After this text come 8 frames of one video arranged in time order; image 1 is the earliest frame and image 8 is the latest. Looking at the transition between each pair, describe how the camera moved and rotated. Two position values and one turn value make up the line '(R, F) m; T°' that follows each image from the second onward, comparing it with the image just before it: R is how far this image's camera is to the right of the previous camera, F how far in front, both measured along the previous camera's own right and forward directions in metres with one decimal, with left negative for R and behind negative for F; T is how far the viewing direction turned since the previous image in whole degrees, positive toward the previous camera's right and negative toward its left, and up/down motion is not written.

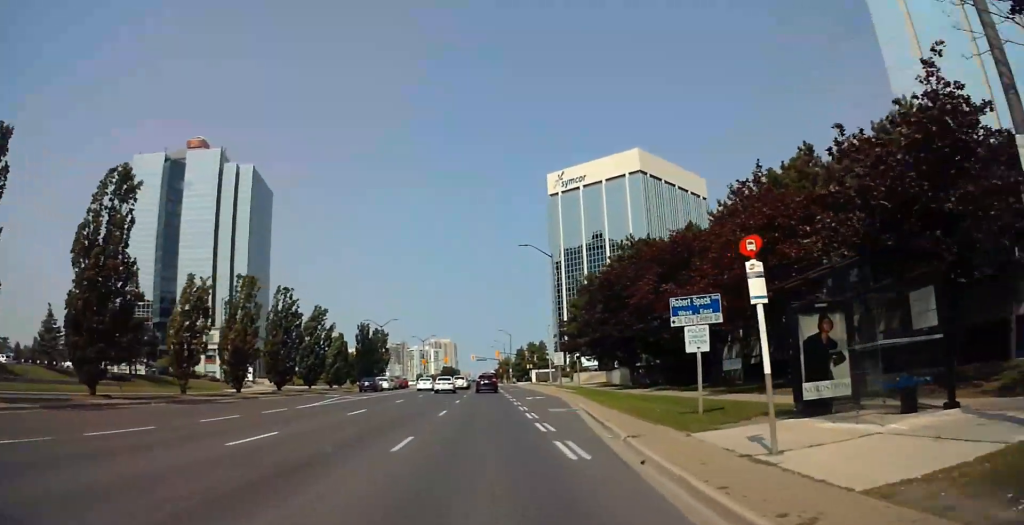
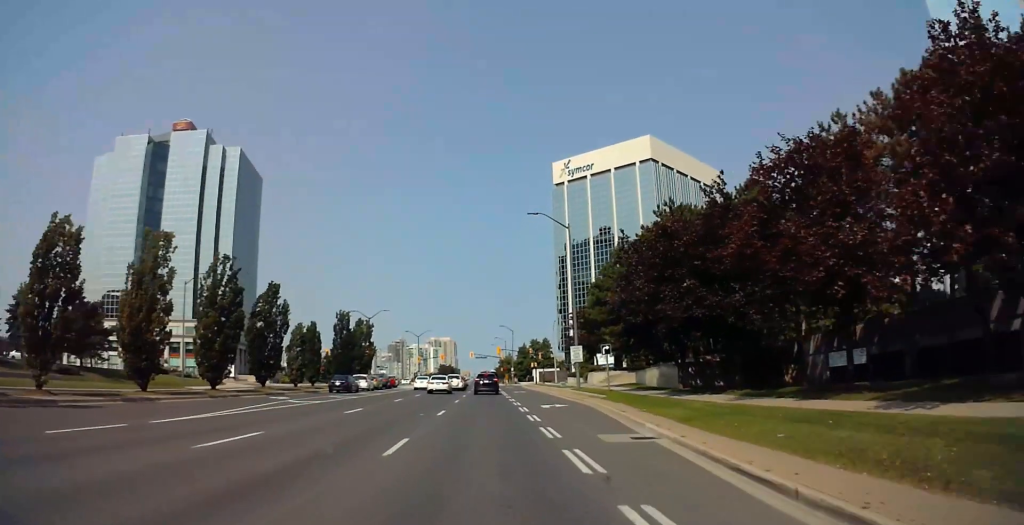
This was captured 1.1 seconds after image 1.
(+0.2, +14.5) m; +1°
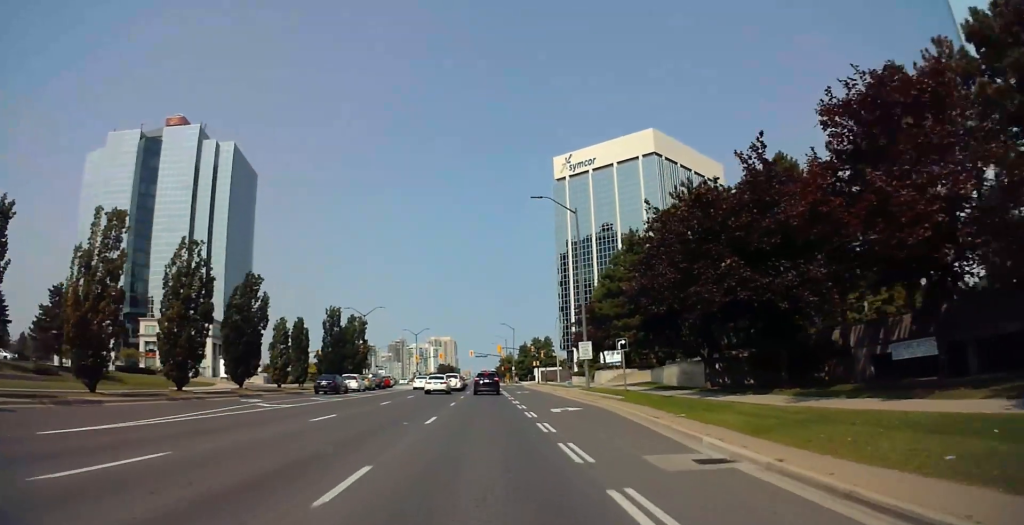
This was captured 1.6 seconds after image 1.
(0.0, +5.4) m; 0°
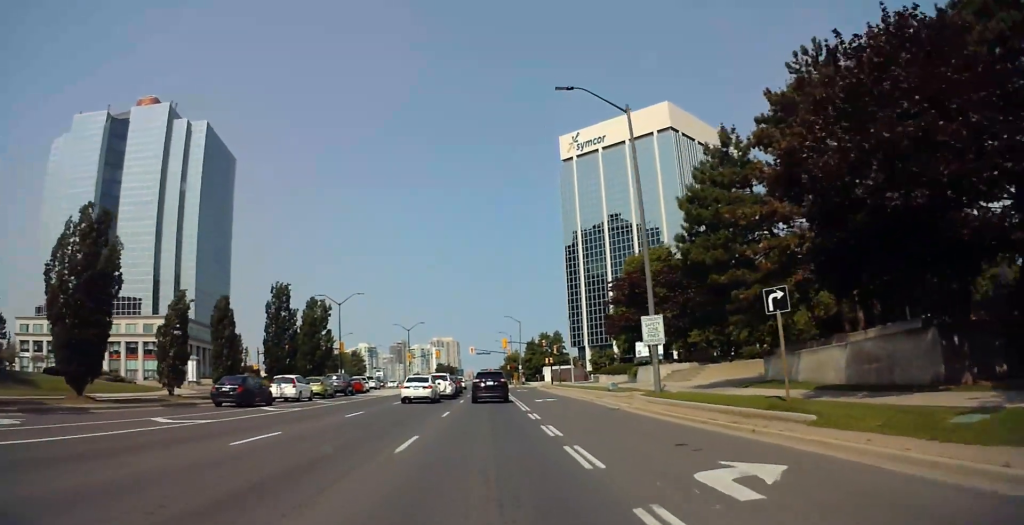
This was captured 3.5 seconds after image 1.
(-0.1, +22.9) m; -1°
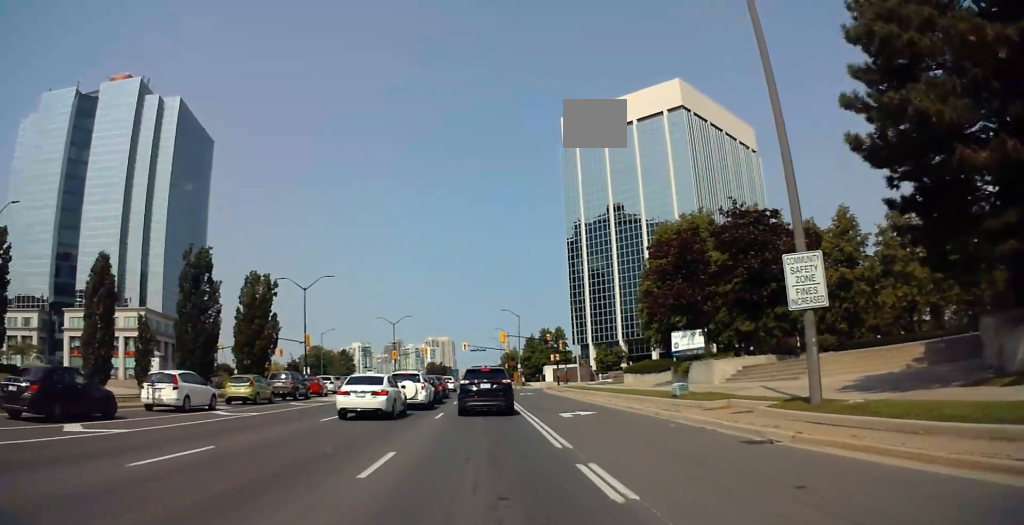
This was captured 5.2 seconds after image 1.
(+0.2, +19.4) m; +2°
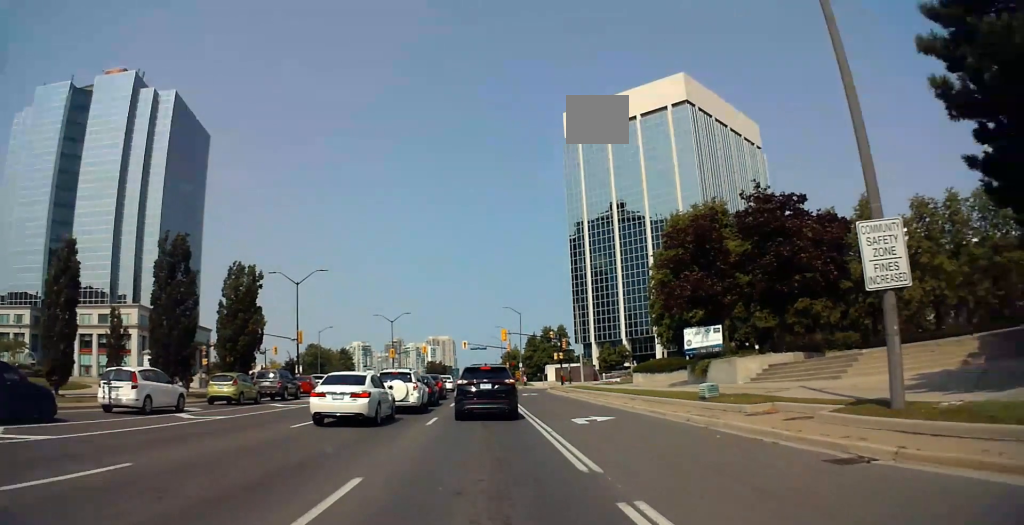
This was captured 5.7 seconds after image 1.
(+0.1, +4.4) m; 0°
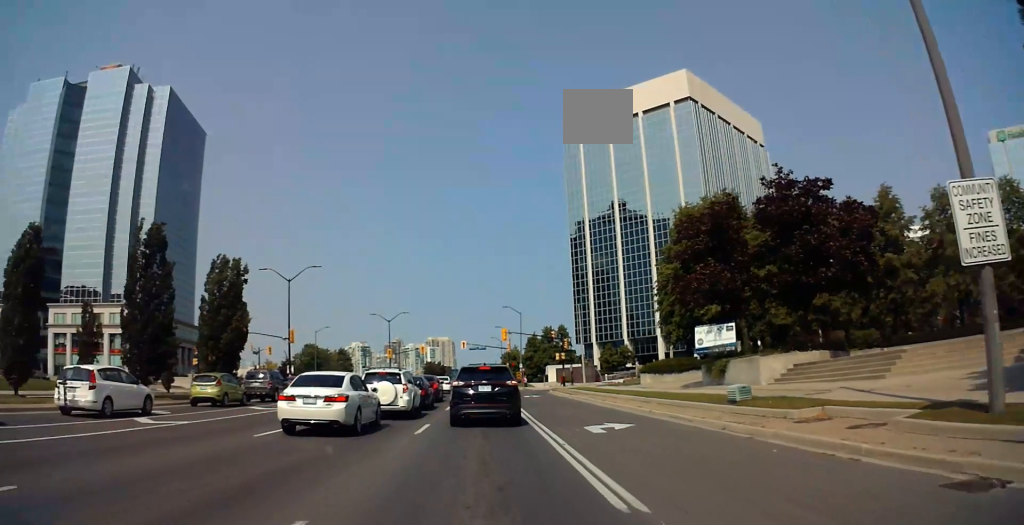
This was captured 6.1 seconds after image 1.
(0.0, +4.2) m; 0°
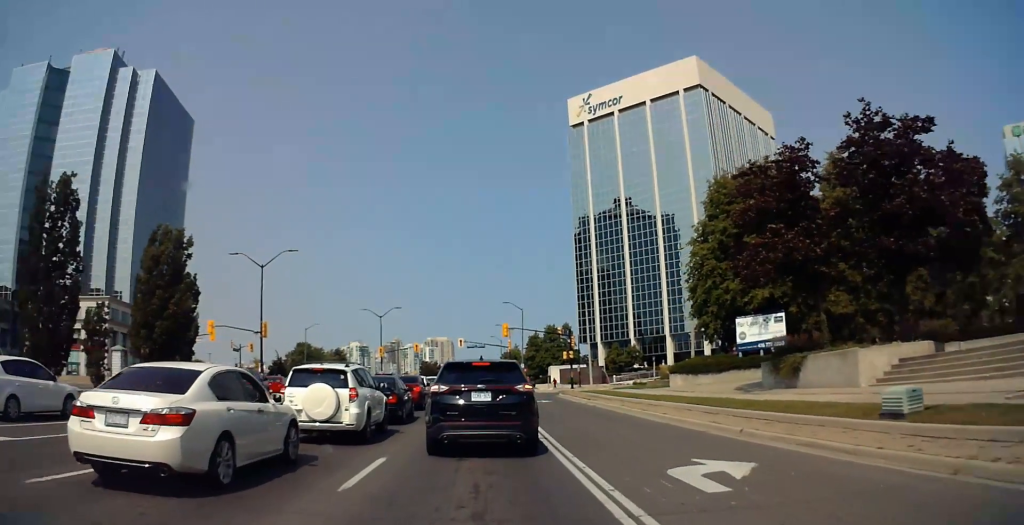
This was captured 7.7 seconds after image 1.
(-0.2, +13.4) m; -2°
